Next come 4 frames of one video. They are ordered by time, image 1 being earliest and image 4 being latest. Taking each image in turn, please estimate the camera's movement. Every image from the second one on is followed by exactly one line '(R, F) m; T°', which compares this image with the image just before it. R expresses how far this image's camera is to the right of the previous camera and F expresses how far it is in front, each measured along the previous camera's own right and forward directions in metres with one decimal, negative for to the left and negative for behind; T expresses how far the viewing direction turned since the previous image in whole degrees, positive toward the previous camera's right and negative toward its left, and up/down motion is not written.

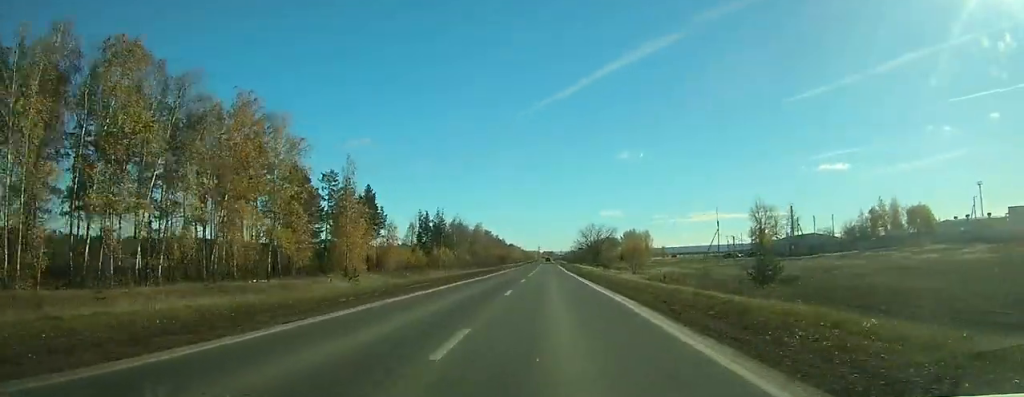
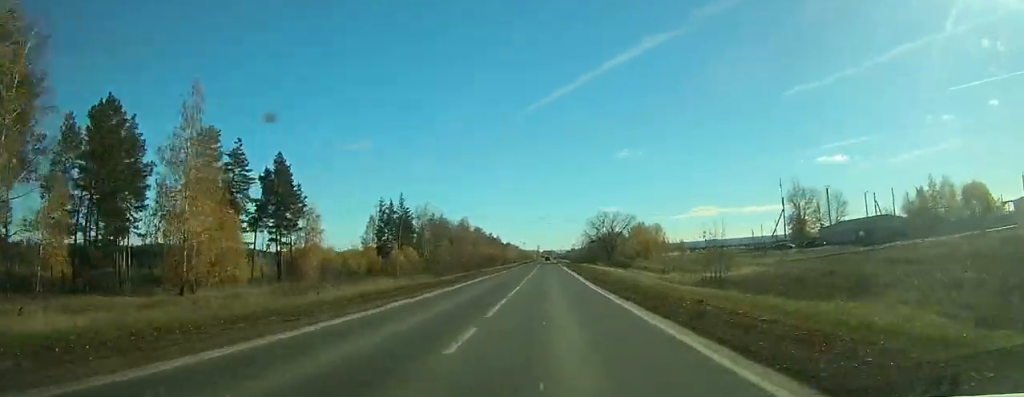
(+0.1, +32.9) m; 0°
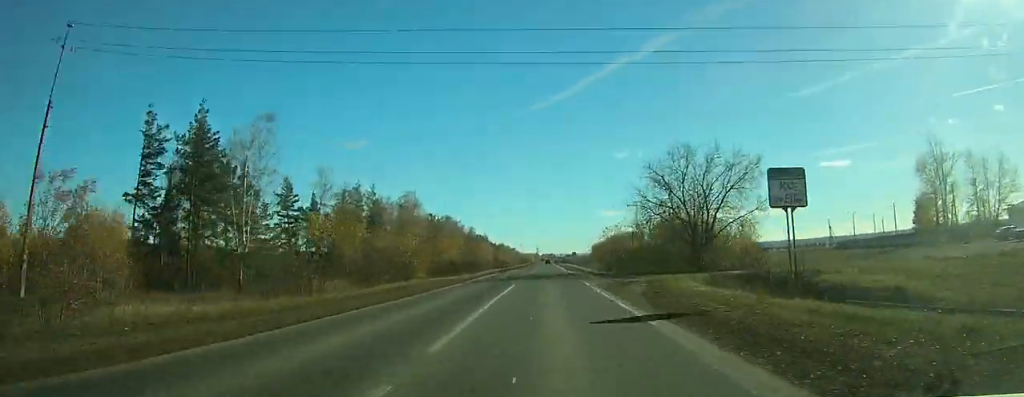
(-0.1, +66.5) m; 0°
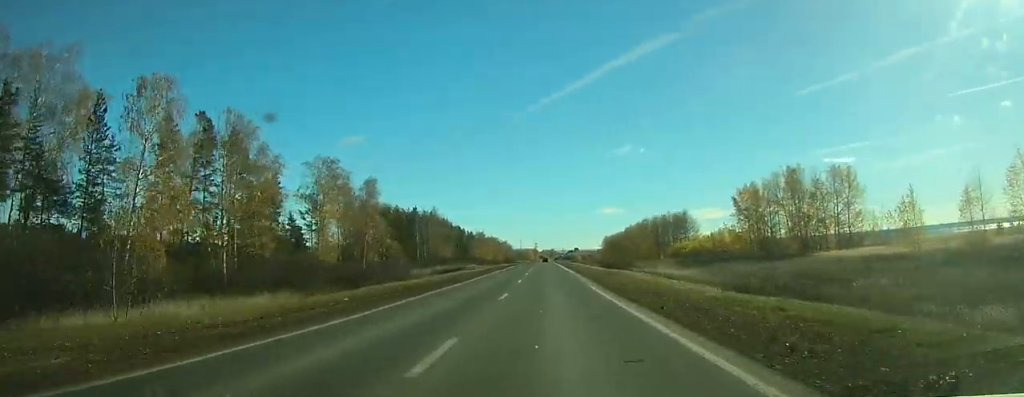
(0.0, +118.6) m; 0°
